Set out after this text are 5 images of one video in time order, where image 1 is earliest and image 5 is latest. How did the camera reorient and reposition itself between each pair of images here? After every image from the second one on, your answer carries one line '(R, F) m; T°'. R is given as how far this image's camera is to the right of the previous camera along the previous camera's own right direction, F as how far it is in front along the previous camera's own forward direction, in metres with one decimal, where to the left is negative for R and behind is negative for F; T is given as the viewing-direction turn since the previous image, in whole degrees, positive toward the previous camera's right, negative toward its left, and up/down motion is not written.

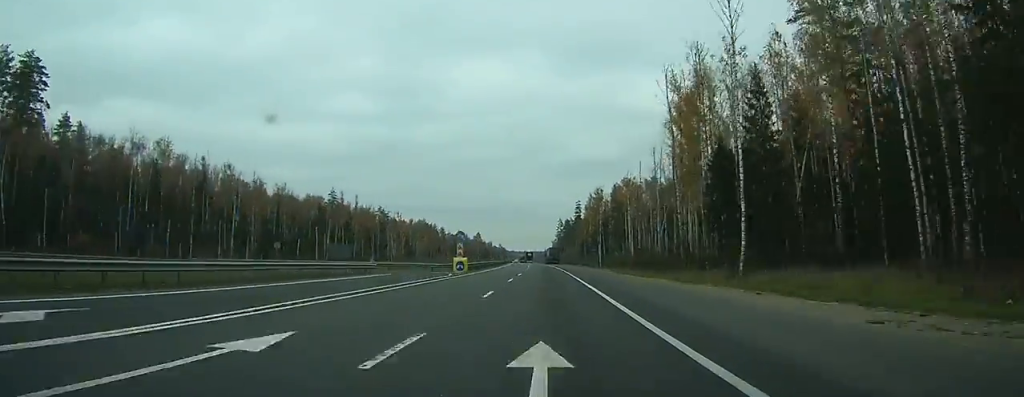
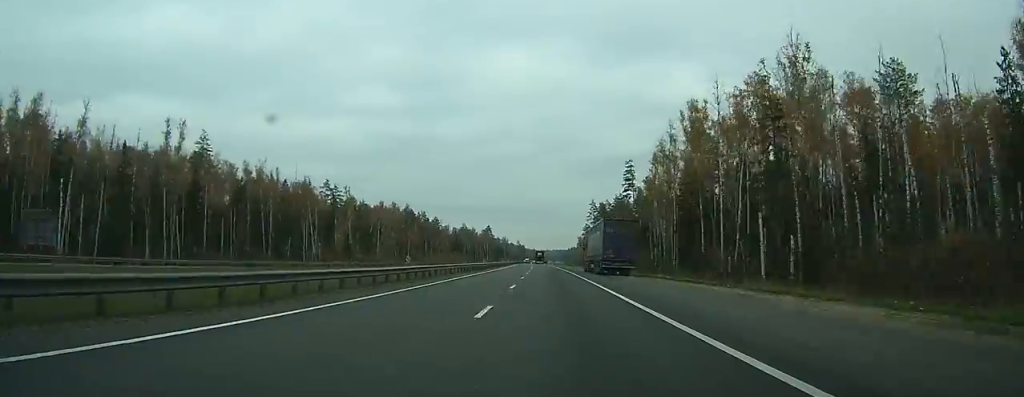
(-2.1, +110.6) m; -2°
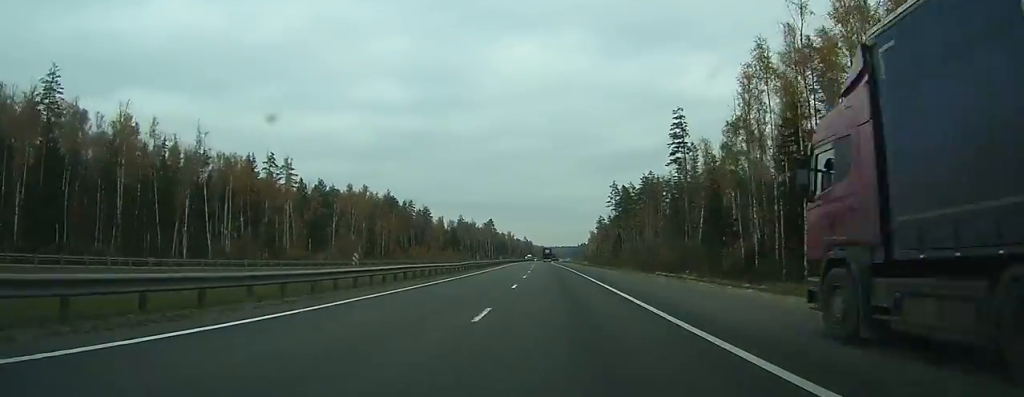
(-0.4, +52.6) m; -1°
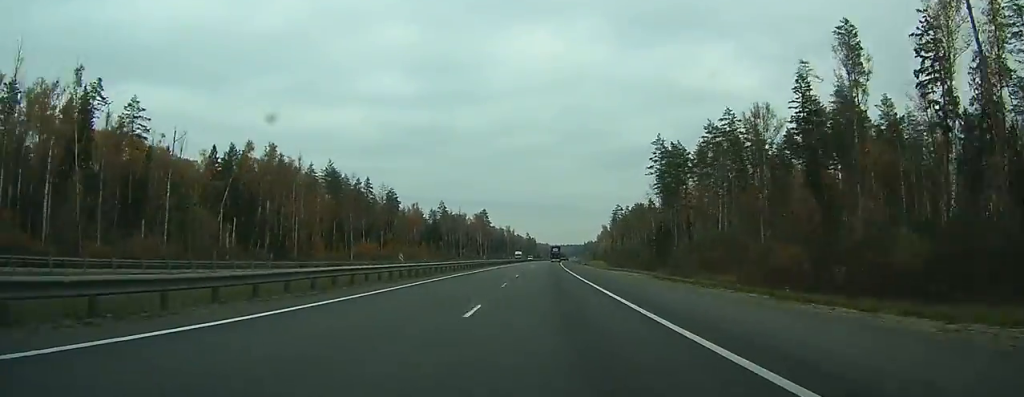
(-0.5, +71.0) m; 0°
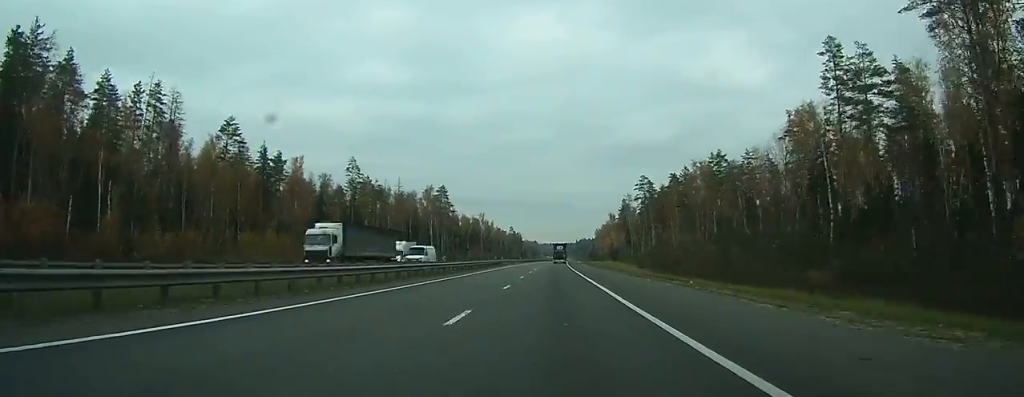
(+0.1, +104.4) m; 0°
